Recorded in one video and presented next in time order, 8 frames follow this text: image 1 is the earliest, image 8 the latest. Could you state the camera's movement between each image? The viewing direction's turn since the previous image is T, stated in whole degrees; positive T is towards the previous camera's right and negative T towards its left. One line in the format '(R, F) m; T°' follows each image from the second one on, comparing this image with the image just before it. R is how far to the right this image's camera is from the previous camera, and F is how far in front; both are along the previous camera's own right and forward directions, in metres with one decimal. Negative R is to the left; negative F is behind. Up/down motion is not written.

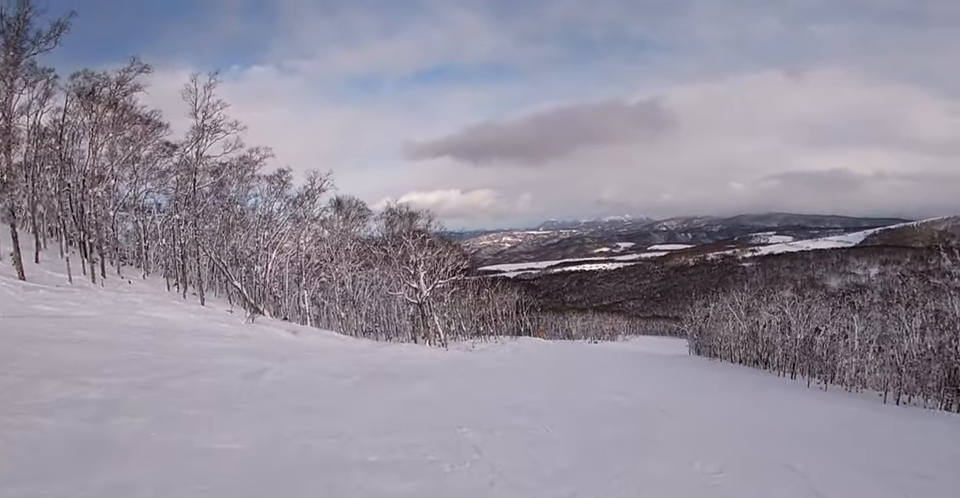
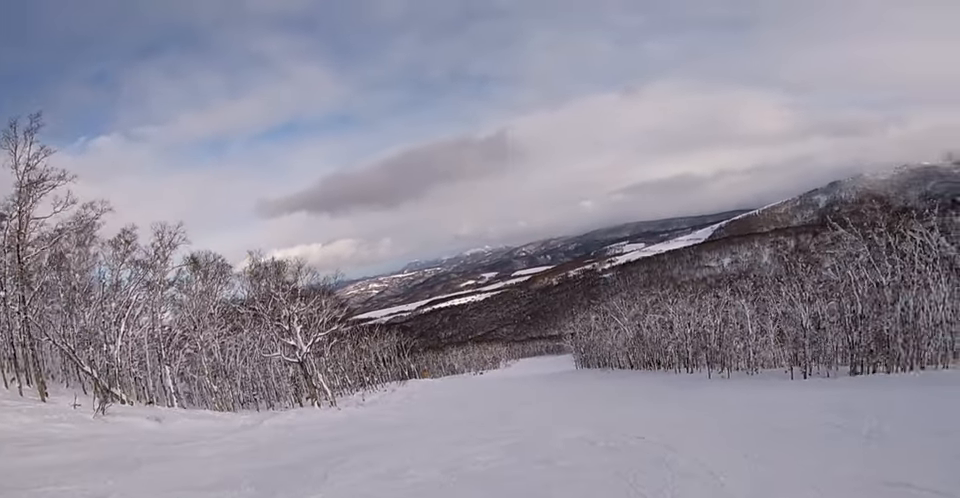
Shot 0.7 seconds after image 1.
(-0.2, +3.8) m; +15°
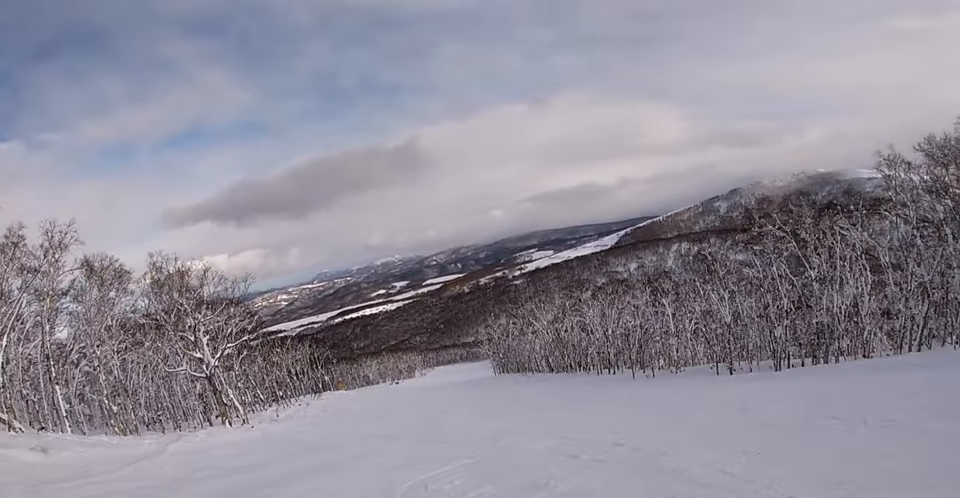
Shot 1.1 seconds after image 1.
(+0.7, +2.3) m; +15°
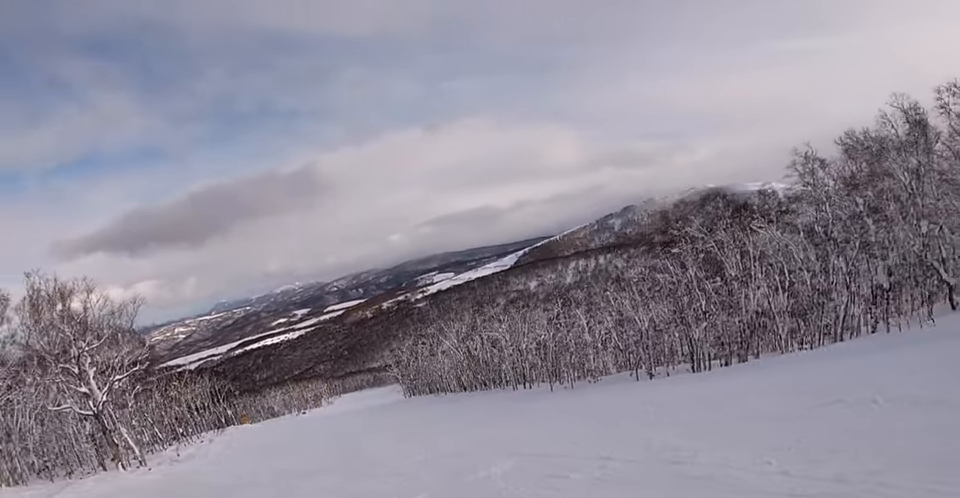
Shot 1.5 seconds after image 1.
(+0.2, +2.5) m; +15°
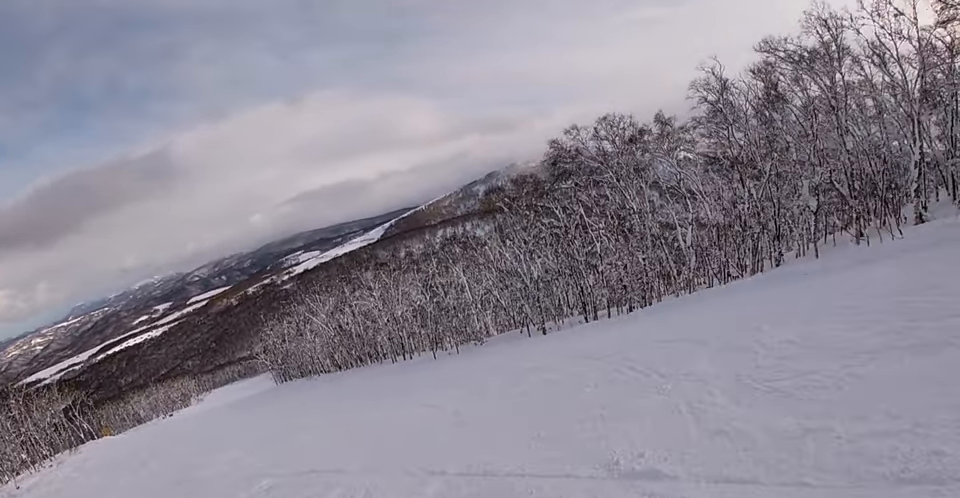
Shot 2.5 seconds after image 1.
(+1.1, +5.7) m; +14°
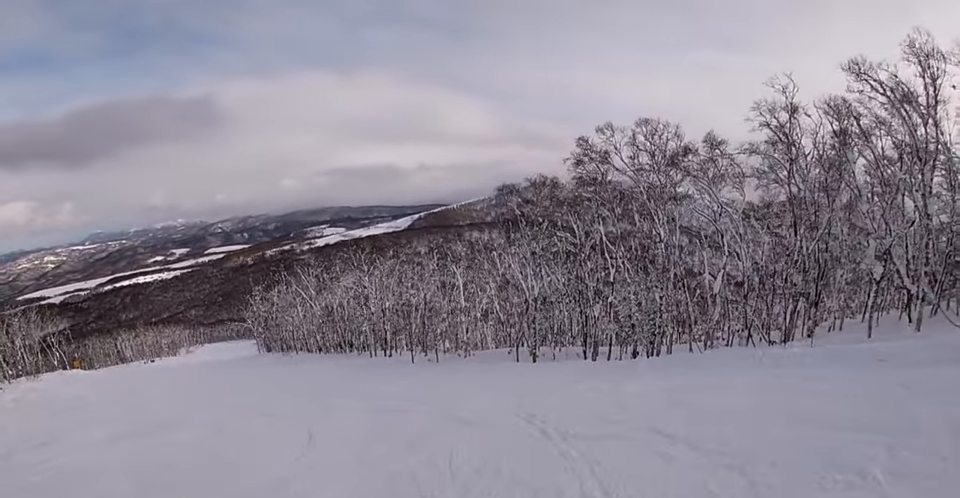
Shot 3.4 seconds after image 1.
(+0.3, +5.8) m; -7°
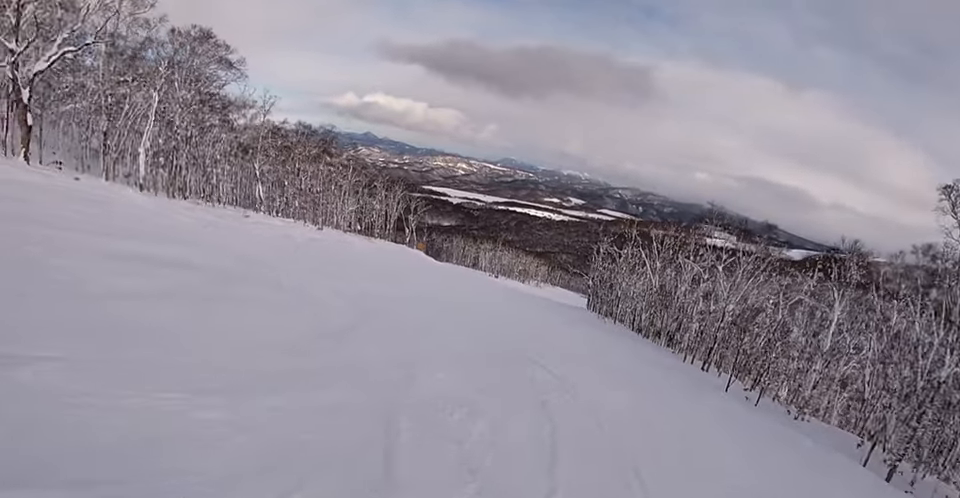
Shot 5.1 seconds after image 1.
(-5.2, +7.9) m; -51°
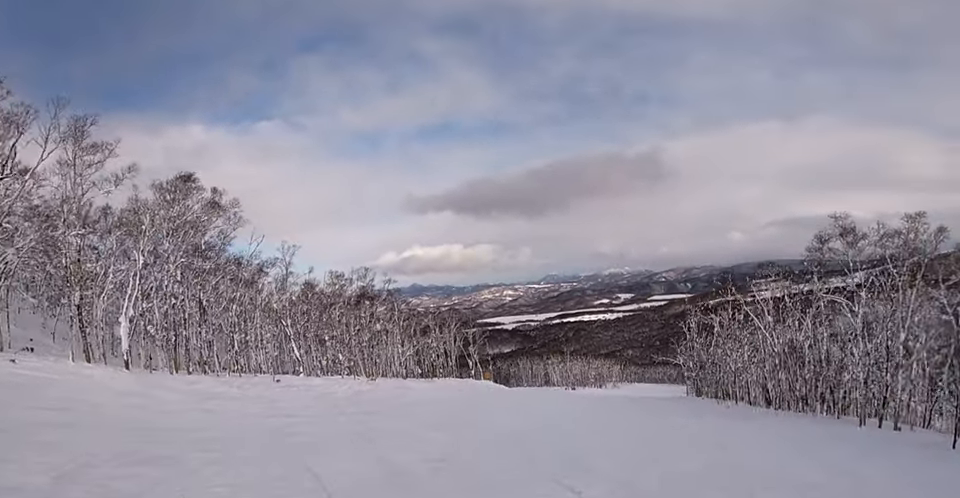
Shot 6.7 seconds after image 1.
(-0.4, +10.3) m; -2°
